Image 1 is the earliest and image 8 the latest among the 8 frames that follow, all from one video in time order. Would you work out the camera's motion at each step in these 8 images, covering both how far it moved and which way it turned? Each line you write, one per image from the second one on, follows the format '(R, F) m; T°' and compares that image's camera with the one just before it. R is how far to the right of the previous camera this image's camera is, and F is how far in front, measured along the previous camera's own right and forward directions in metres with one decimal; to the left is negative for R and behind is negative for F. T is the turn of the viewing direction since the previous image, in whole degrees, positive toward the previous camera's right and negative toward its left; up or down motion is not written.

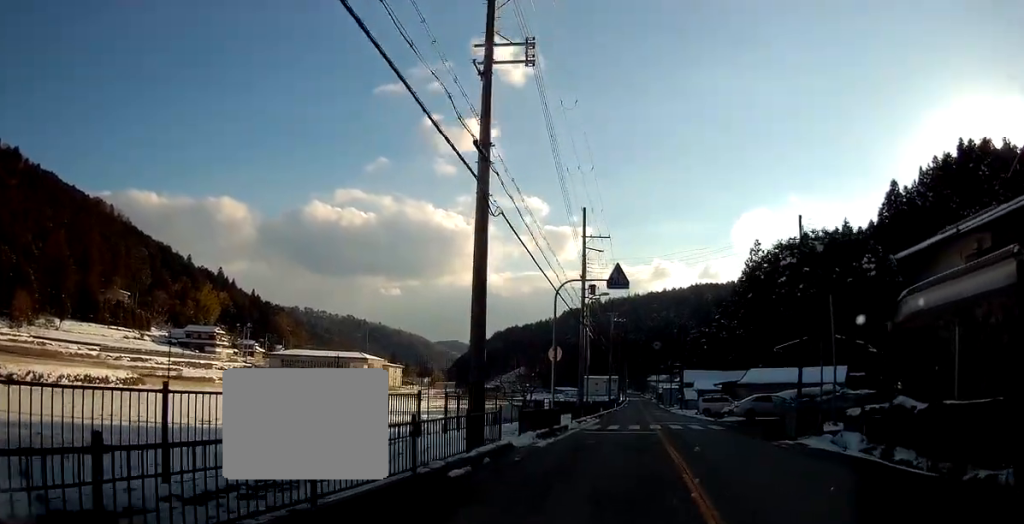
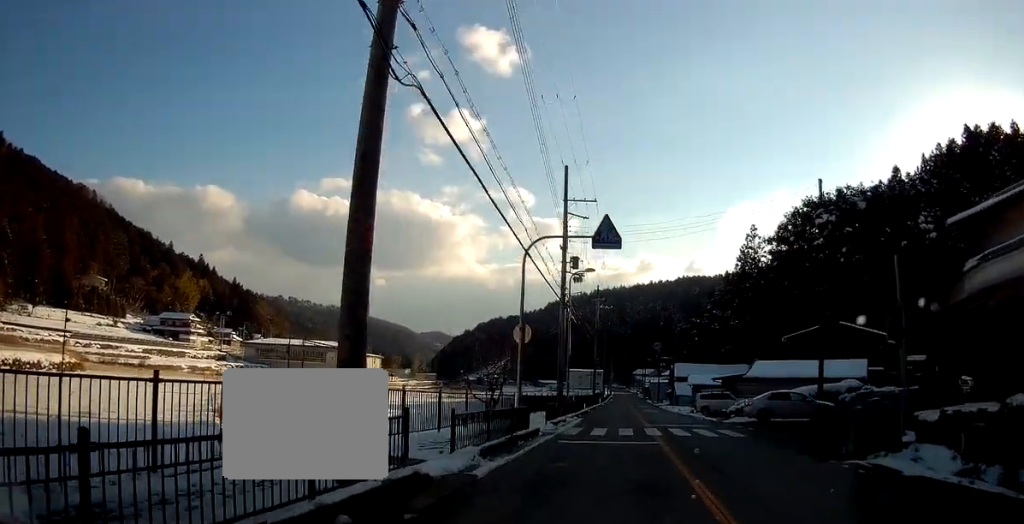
(-0.6, +6.5) m; -1°
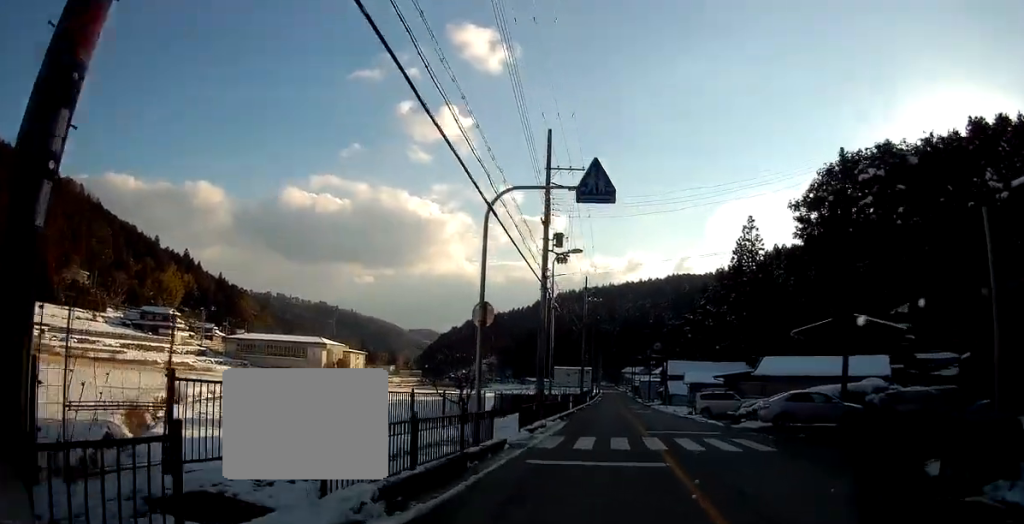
(+0.3, +5.2) m; +2°
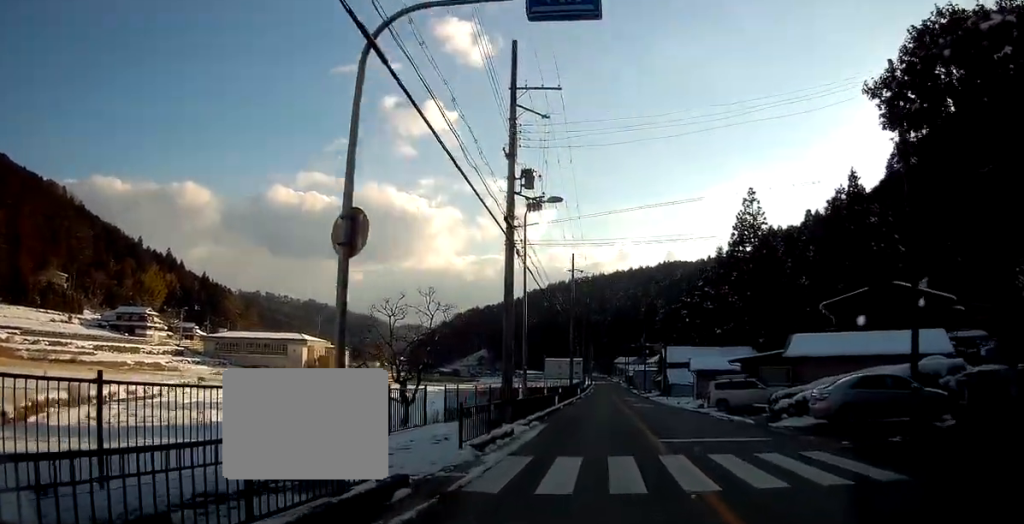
(+0.2, +7.6) m; +2°
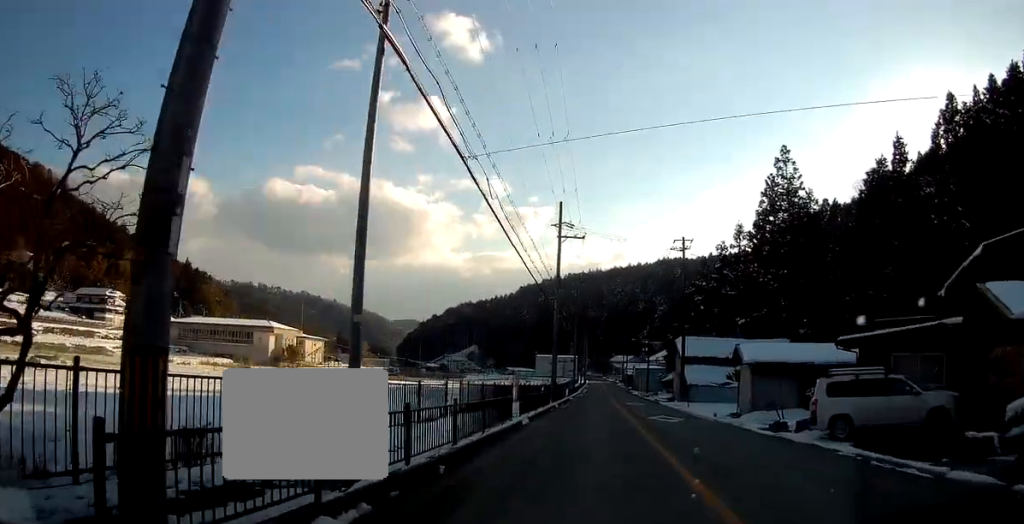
(+0.1, +16.4) m; +1°
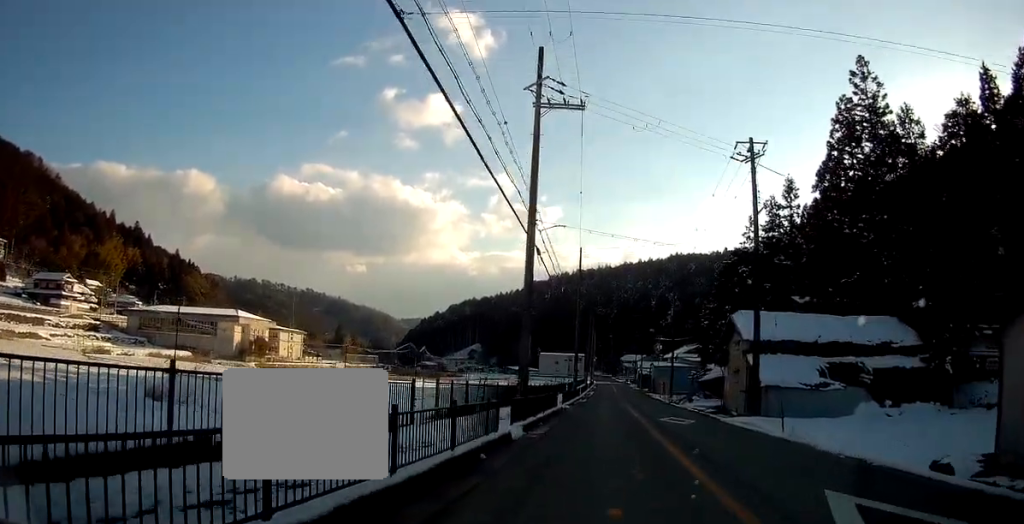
(-0.1, +19.7) m; -1°
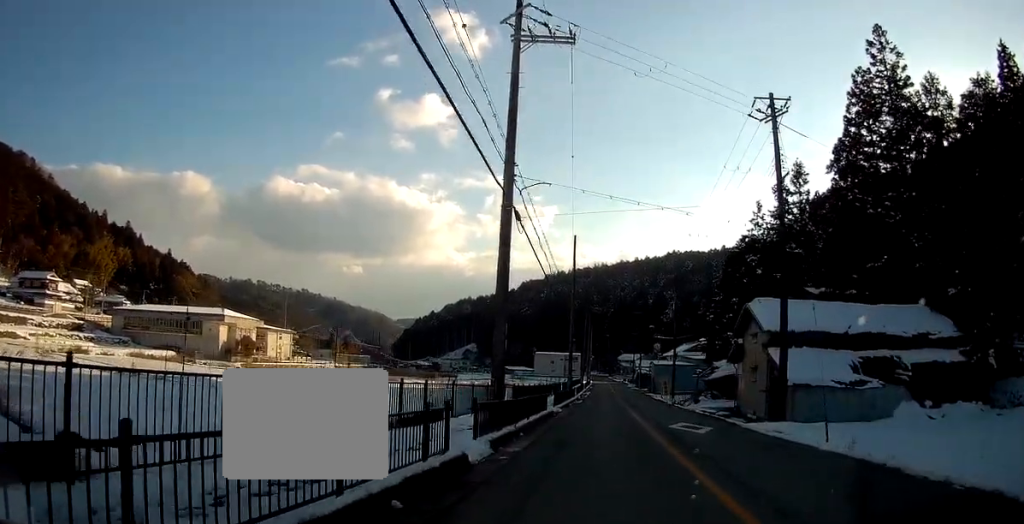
(0.0, +4.5) m; 0°
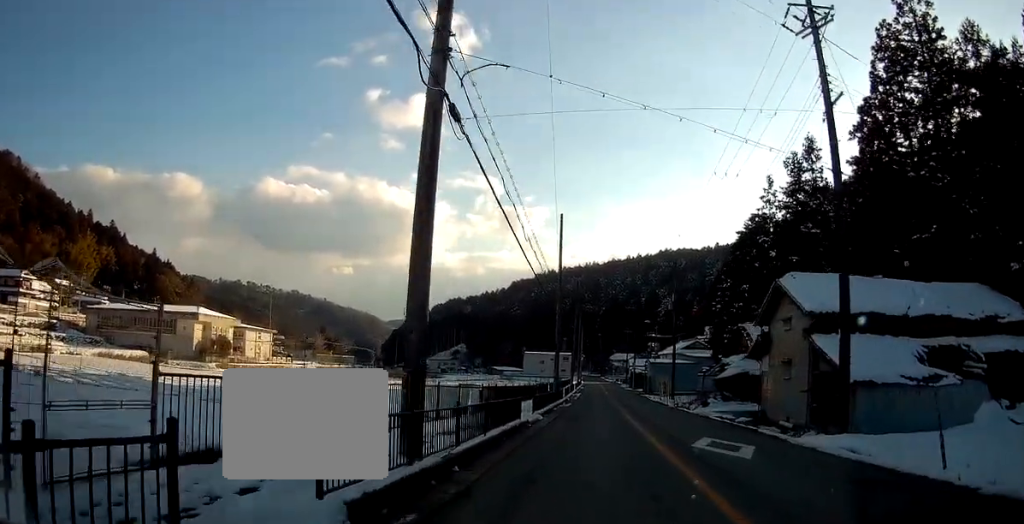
(0.0, +6.5) m; 0°
